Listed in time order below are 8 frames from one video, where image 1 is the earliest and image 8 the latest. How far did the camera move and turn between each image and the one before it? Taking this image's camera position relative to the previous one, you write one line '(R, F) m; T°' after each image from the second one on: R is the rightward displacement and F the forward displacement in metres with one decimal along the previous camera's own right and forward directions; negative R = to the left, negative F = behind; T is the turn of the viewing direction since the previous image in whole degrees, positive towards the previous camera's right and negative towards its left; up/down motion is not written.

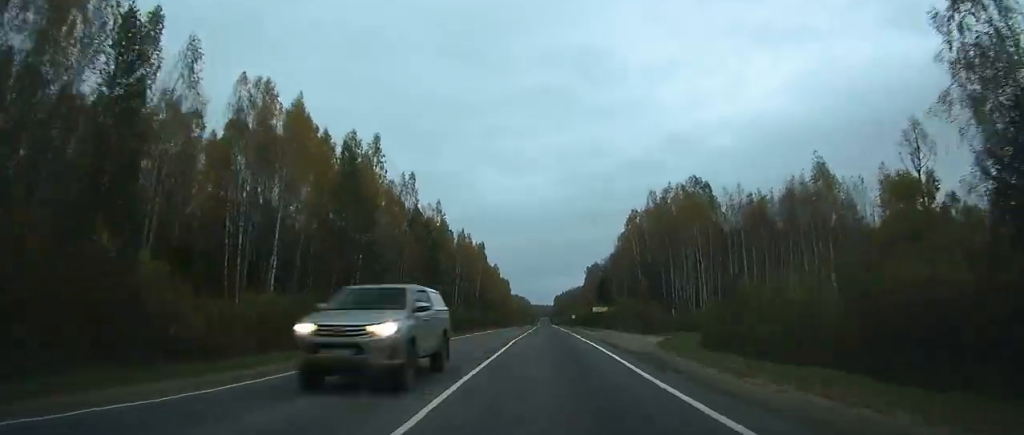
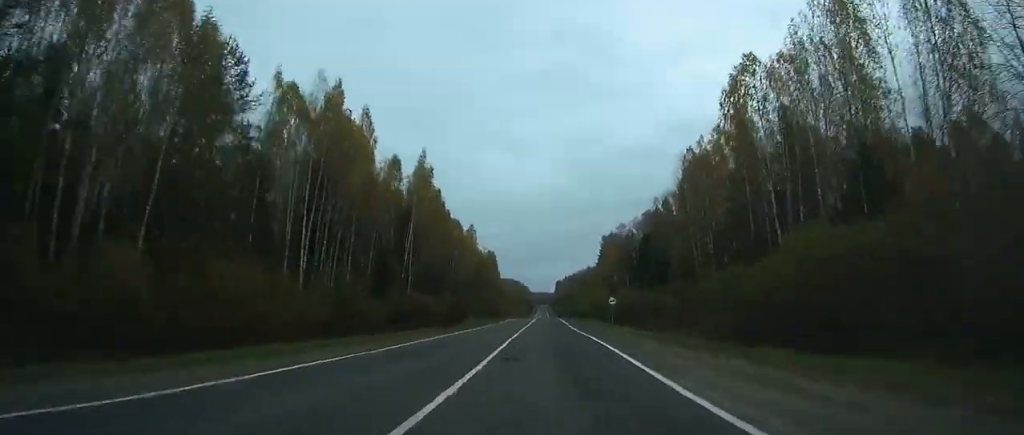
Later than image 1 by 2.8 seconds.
(0.0, +79.8) m; +3°
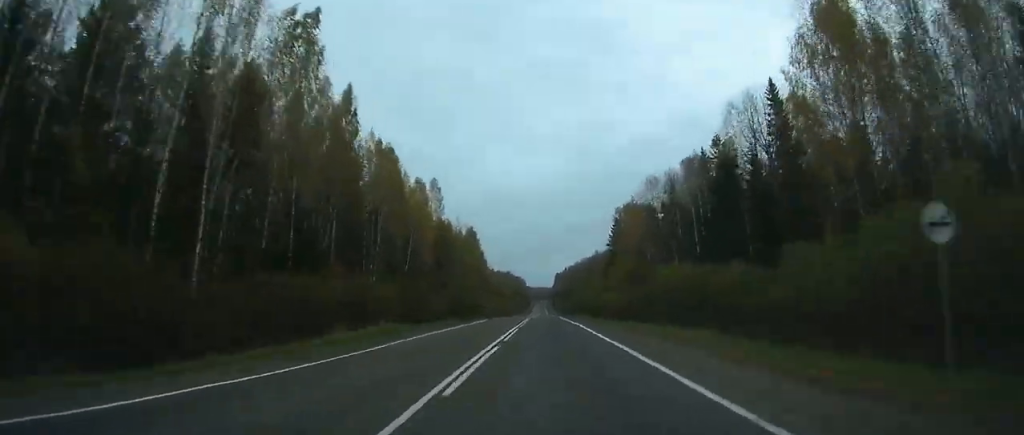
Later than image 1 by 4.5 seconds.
(+1.7, +47.2) m; 0°
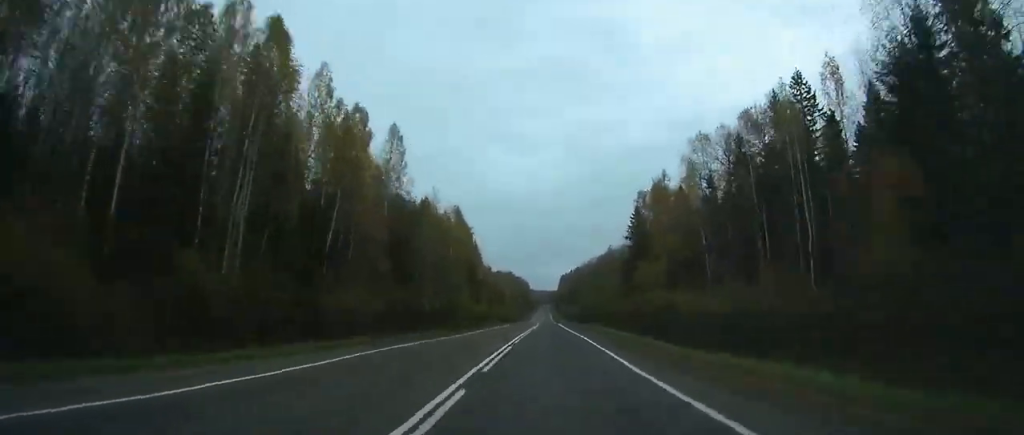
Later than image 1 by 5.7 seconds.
(+3.9, +30.1) m; -3°
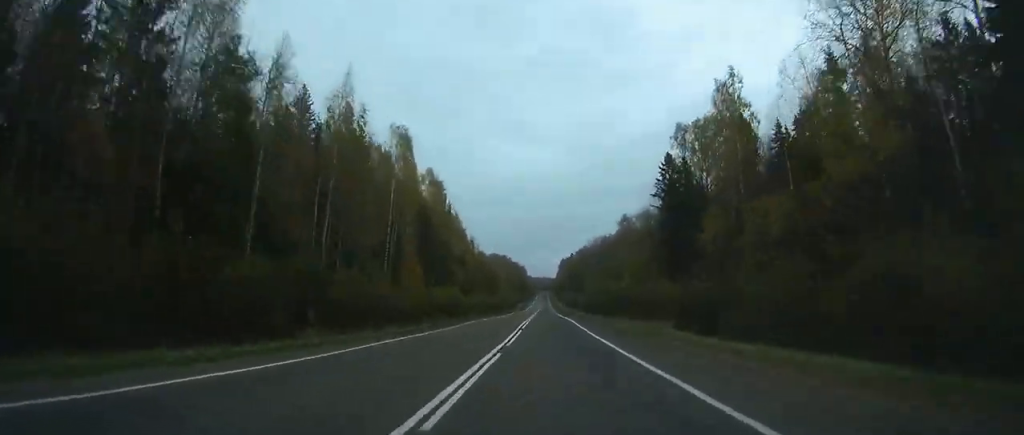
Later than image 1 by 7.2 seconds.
(-7.1, +40.2) m; -4°
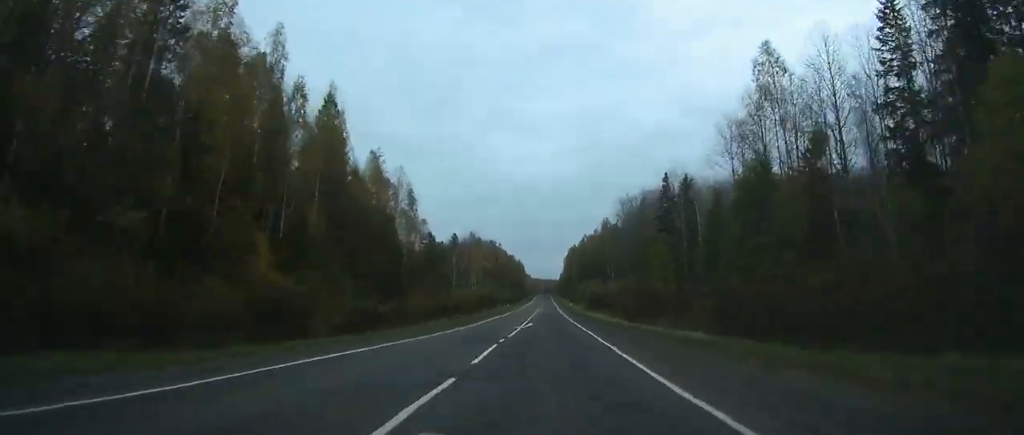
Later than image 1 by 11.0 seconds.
(+4.7, +109.0) m; +4°
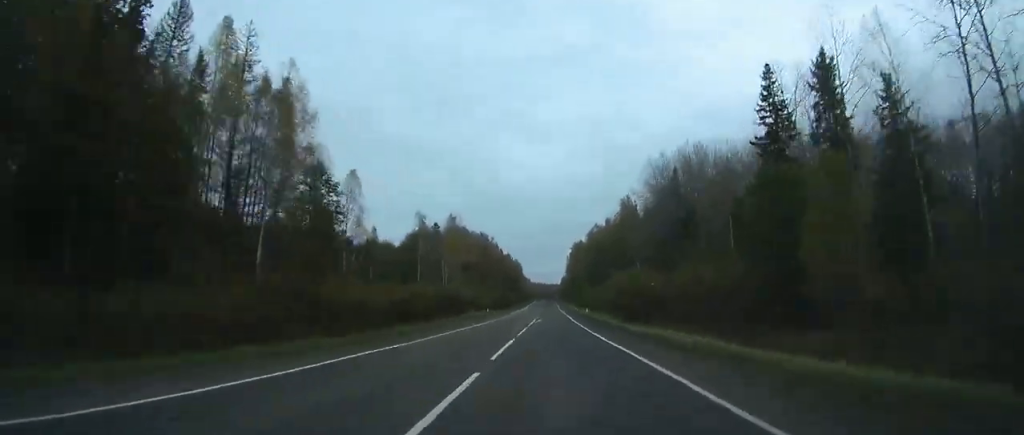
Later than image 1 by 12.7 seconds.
(+0.1, +47.0) m; 0°
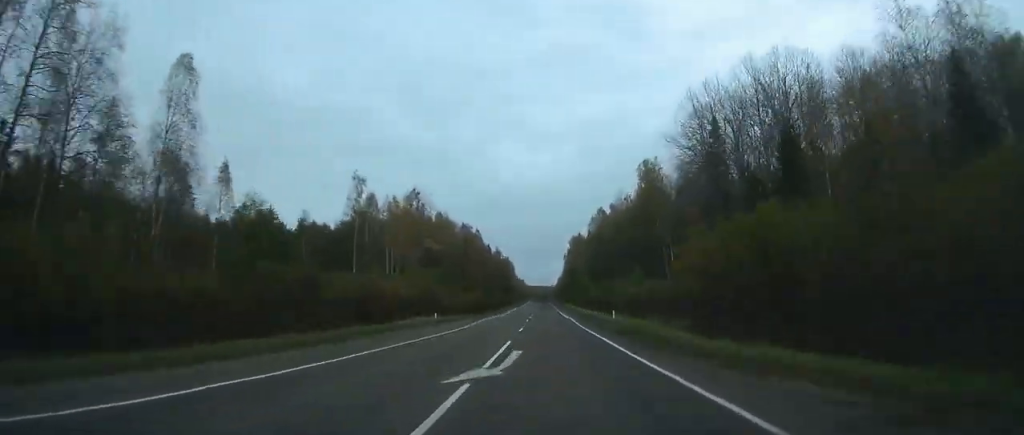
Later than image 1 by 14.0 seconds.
(+0.1, +36.6) m; 0°
